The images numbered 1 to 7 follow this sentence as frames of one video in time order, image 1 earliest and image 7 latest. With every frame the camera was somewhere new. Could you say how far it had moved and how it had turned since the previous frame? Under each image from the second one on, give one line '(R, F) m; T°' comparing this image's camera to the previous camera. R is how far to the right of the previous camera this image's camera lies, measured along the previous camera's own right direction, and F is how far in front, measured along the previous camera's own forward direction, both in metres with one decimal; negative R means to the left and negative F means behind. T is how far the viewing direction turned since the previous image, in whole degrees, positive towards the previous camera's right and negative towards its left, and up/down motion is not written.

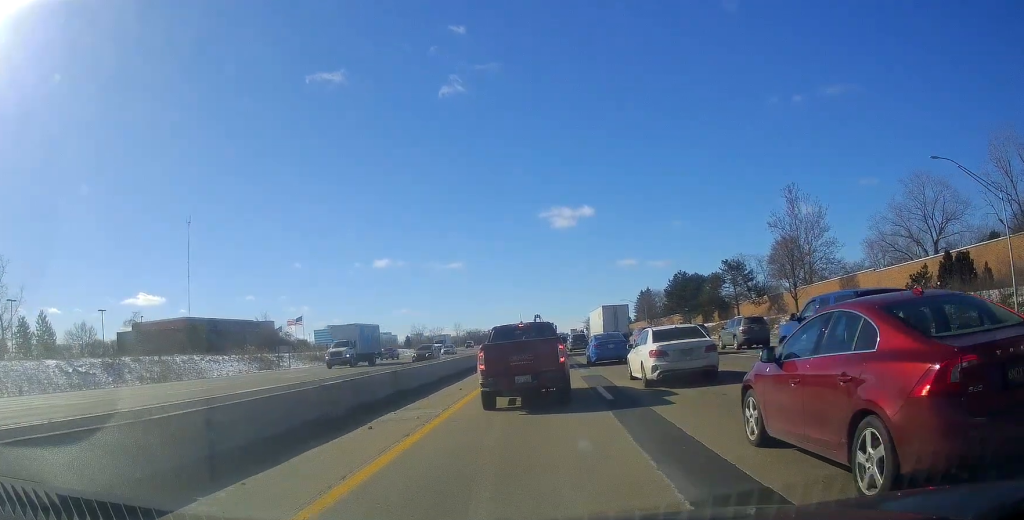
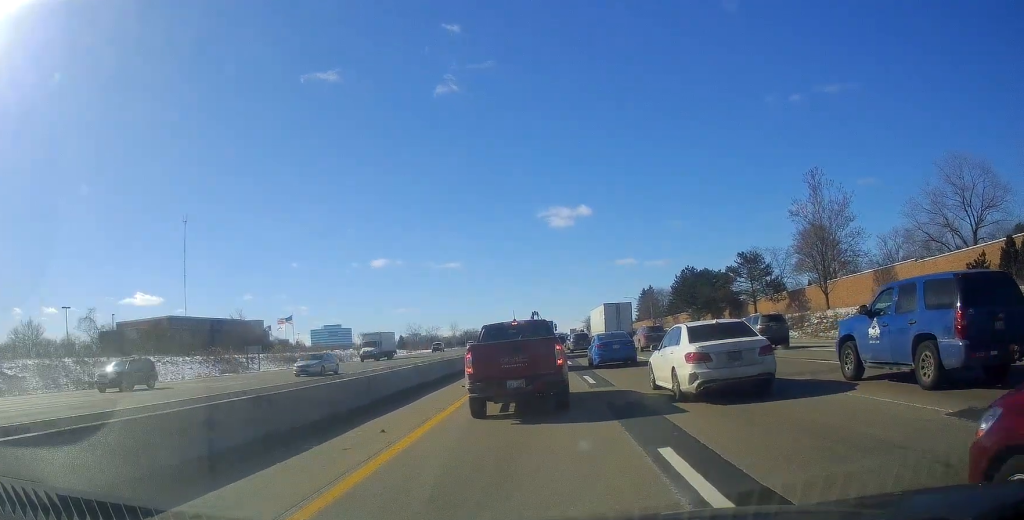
(+0.4, +9.5) m; +6°
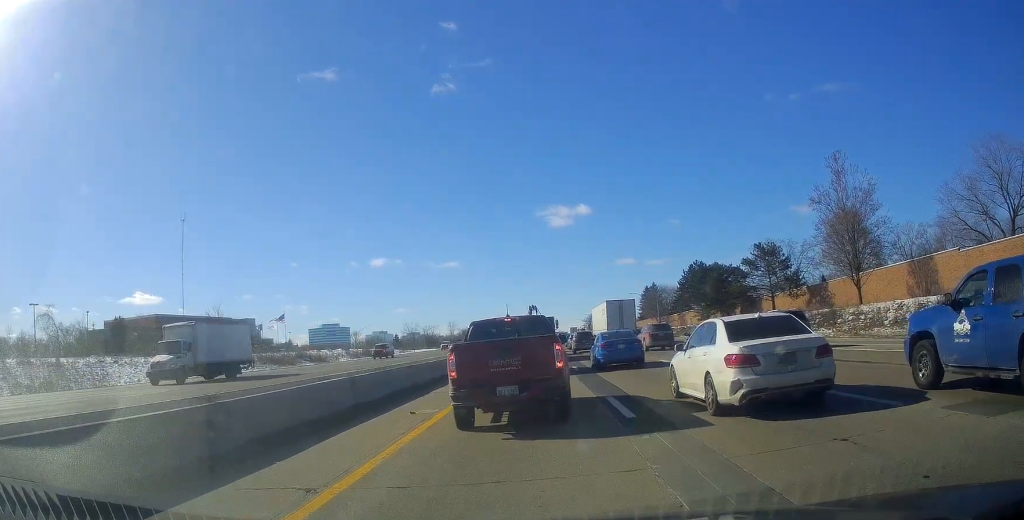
(+0.3, +7.5) m; -2°
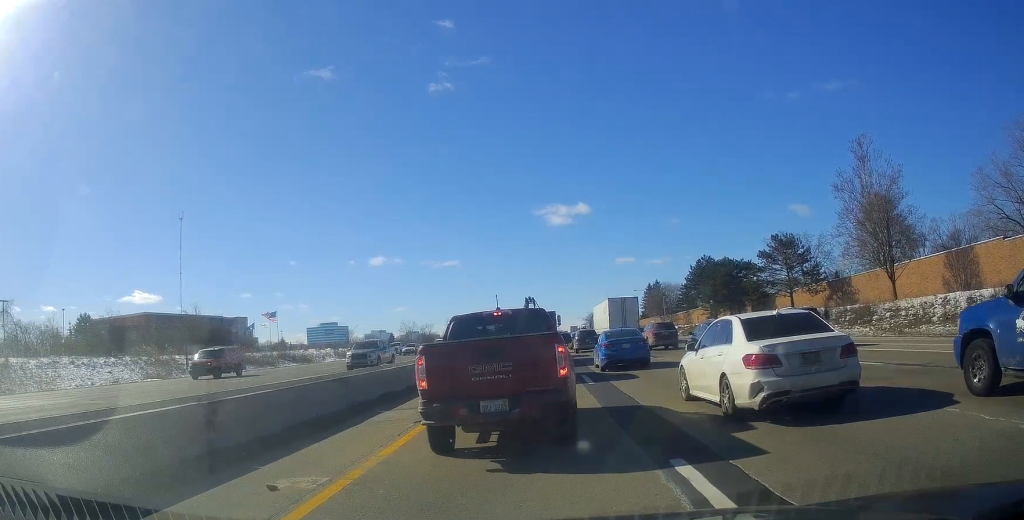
(-0.6, +6.1) m; -4°
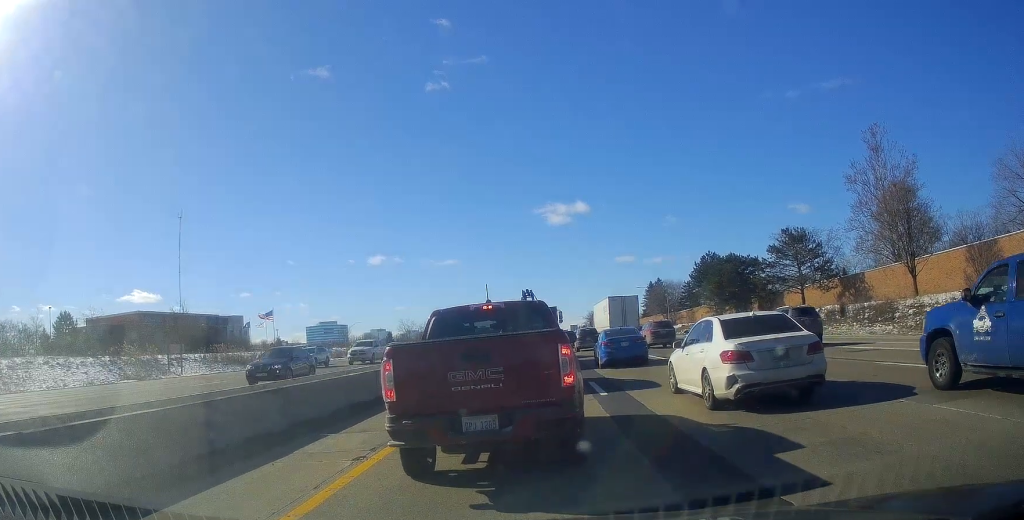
(+0.5, +2.2) m; 0°
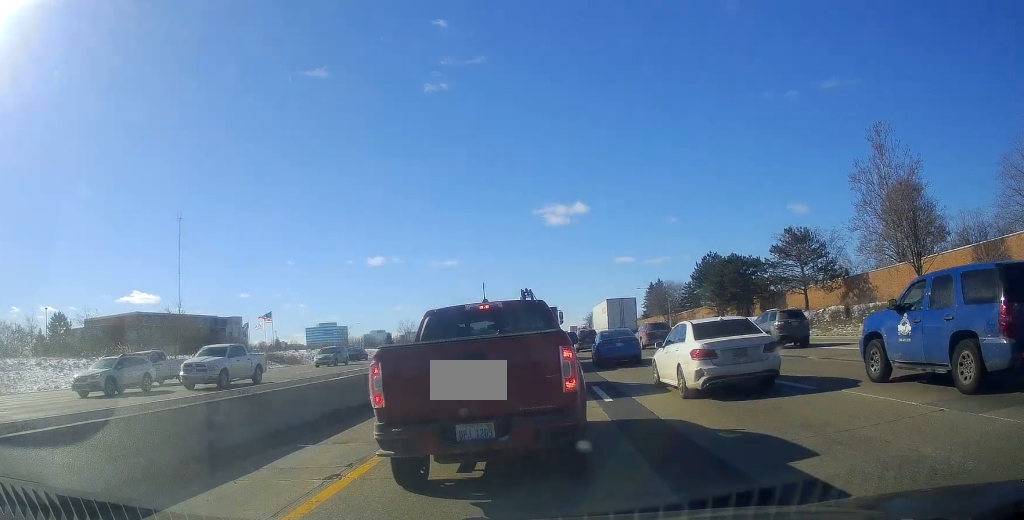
(+0.1, +0.4) m; 0°
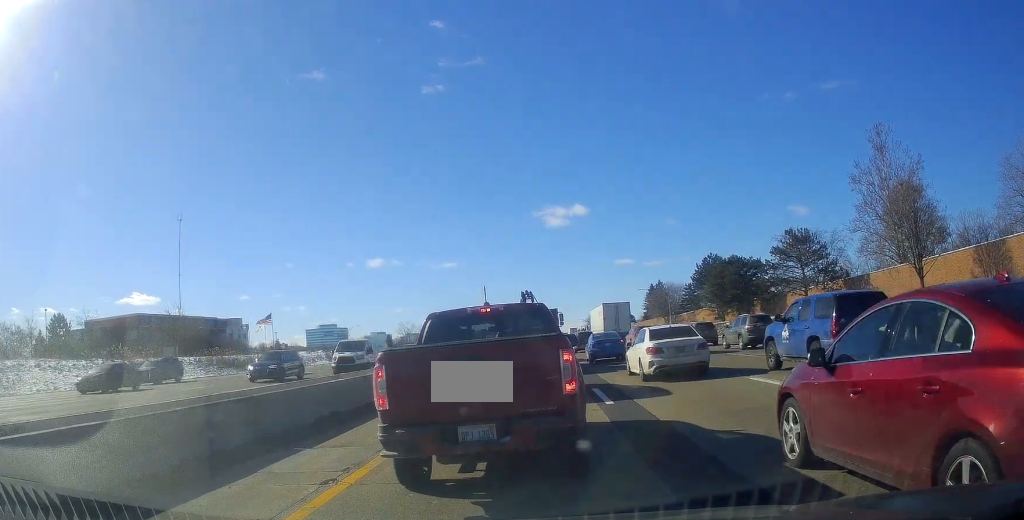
(+0.1, +0.6) m; 0°
